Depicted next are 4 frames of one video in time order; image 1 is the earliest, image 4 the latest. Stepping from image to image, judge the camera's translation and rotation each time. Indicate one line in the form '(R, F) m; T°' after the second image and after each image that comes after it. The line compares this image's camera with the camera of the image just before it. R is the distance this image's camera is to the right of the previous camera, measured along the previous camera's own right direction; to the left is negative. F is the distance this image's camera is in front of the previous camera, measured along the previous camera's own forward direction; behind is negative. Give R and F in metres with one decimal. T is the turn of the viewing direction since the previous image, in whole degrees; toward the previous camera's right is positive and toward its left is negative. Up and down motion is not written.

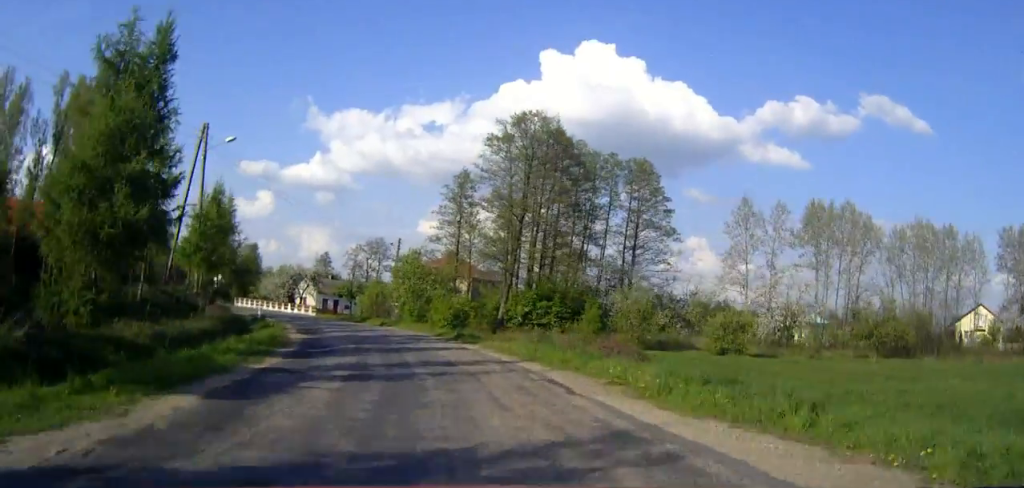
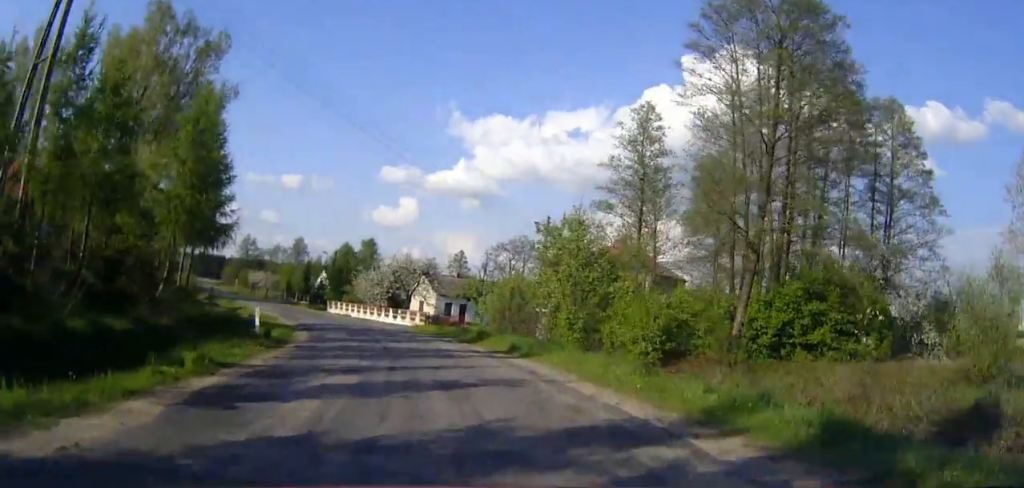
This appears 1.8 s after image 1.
(-2.6, +25.6) m; -11°
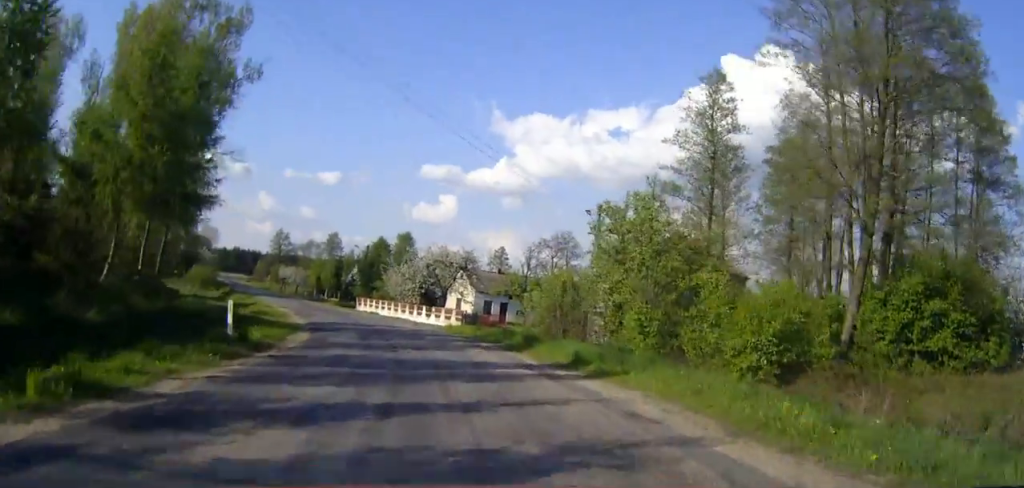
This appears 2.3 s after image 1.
(-0.2, +6.5) m; -3°
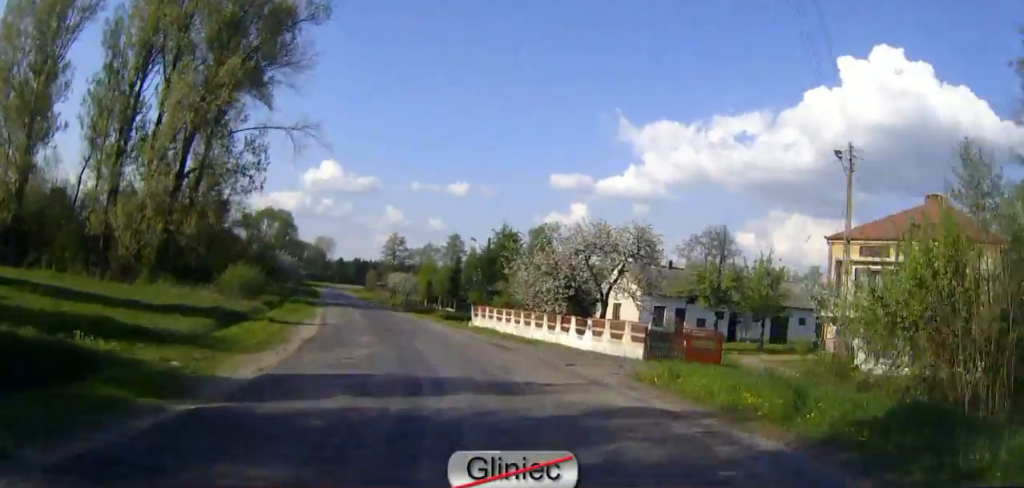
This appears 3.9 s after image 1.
(-2.1, +22.4) m; -11°
